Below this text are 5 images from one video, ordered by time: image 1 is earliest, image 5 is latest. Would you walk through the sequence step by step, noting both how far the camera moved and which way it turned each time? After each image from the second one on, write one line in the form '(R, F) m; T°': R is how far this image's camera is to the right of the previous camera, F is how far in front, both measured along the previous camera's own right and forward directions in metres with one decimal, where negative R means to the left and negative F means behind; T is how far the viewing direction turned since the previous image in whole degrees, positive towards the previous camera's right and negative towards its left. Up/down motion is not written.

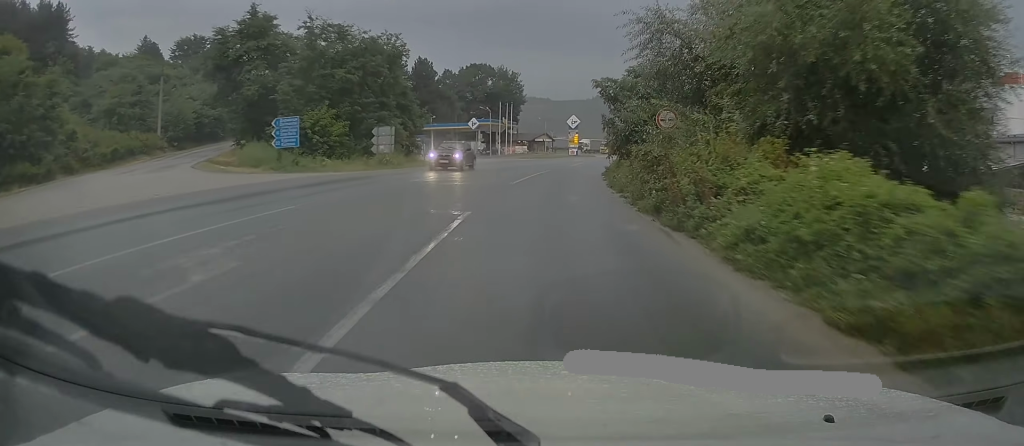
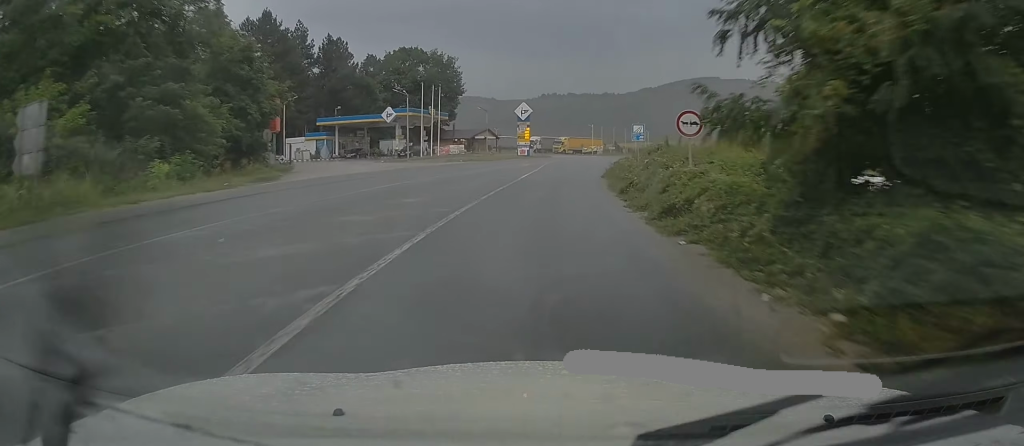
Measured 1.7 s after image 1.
(+1.1, +28.2) m; +6°
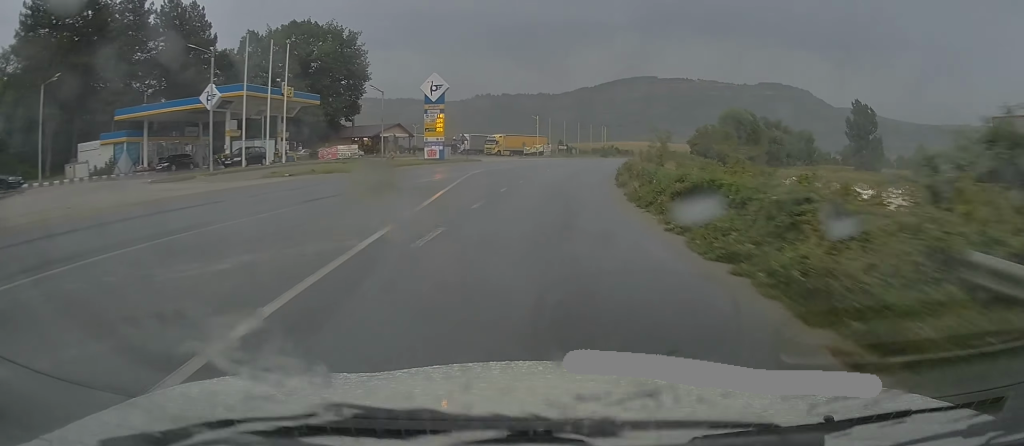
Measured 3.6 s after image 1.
(+1.6, +32.0) m; +6°
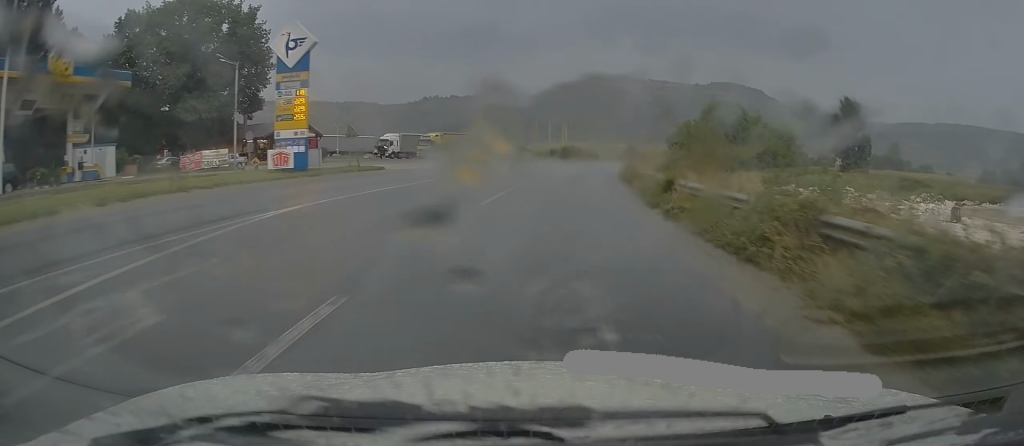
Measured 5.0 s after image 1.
(+1.3, +22.6) m; +5°
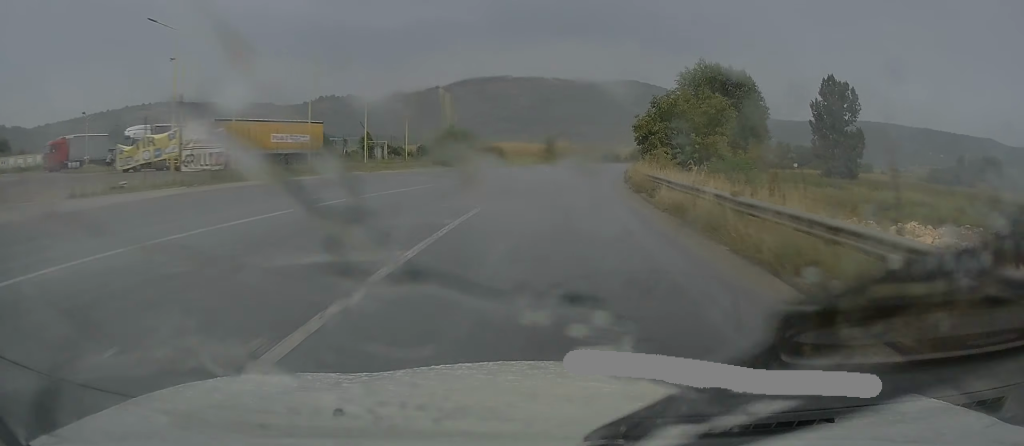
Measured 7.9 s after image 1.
(+3.5, +47.8) m; +8°
